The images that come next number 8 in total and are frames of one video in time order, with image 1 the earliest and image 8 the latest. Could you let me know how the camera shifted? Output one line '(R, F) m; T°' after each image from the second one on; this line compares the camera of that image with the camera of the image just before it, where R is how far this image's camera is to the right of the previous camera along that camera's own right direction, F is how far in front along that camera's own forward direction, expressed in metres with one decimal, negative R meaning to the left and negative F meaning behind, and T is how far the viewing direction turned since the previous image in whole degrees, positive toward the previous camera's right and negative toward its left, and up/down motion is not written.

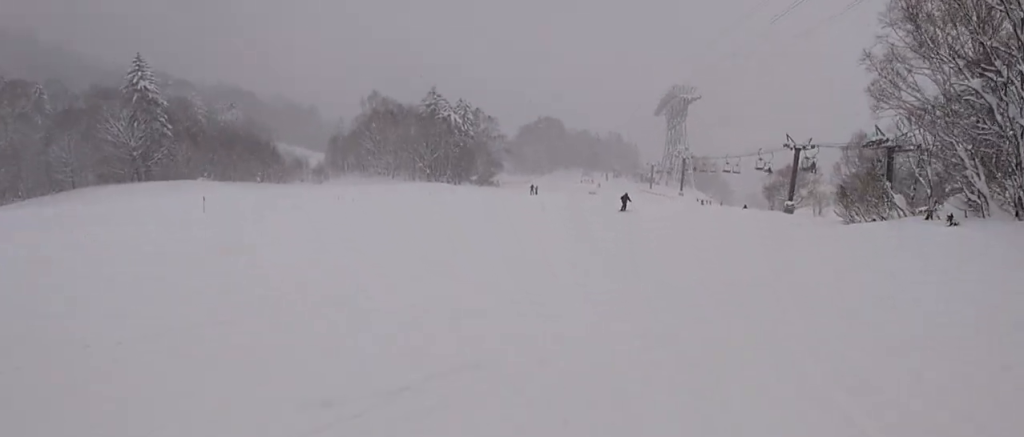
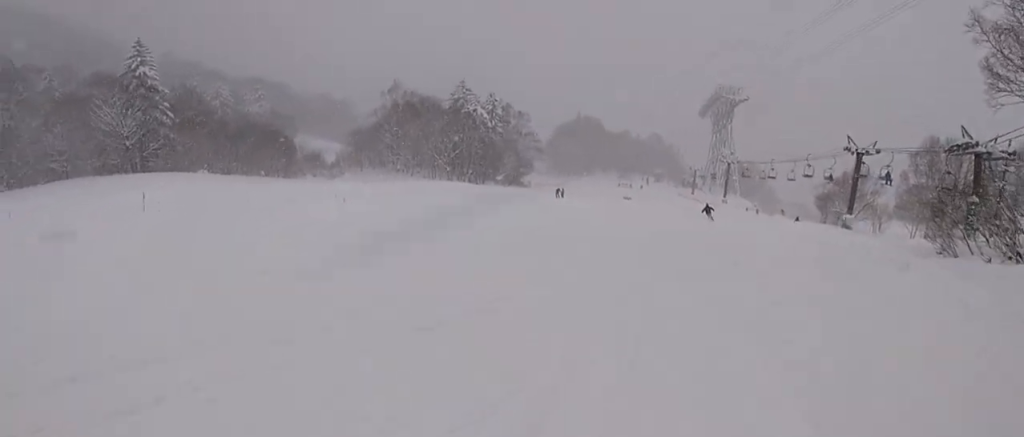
(-1.4, +7.4) m; -2°
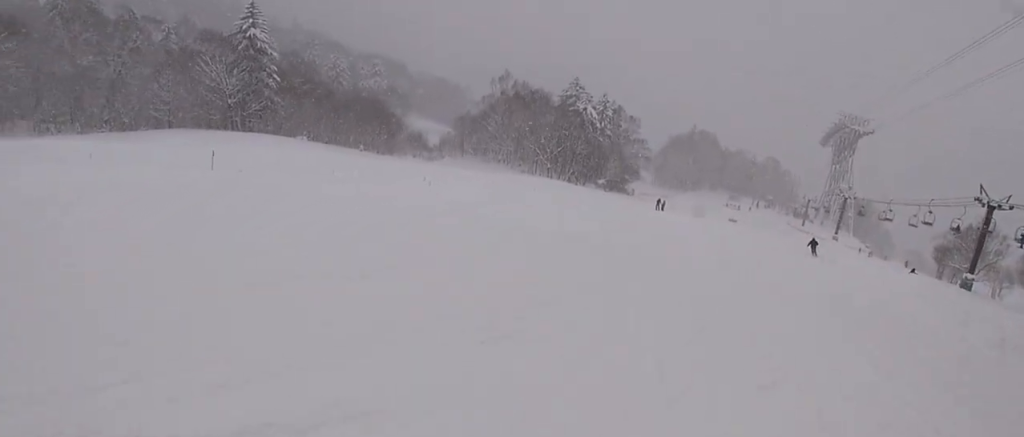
(+0.6, +3.3) m; 0°
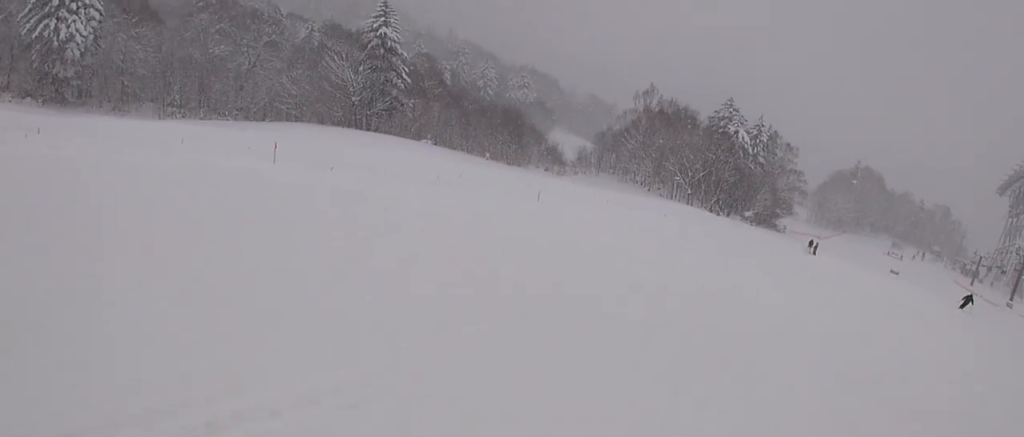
(+0.1, +7.2) m; -6°
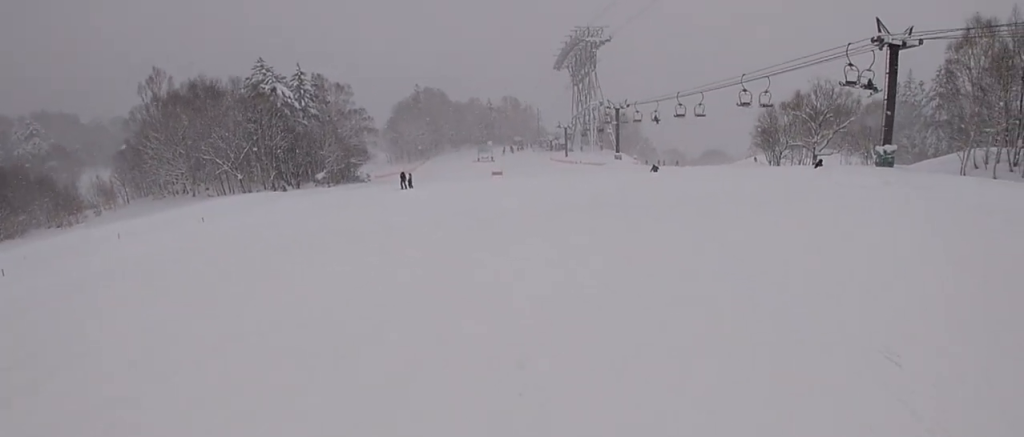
(+0.4, +15.7) m; +14°
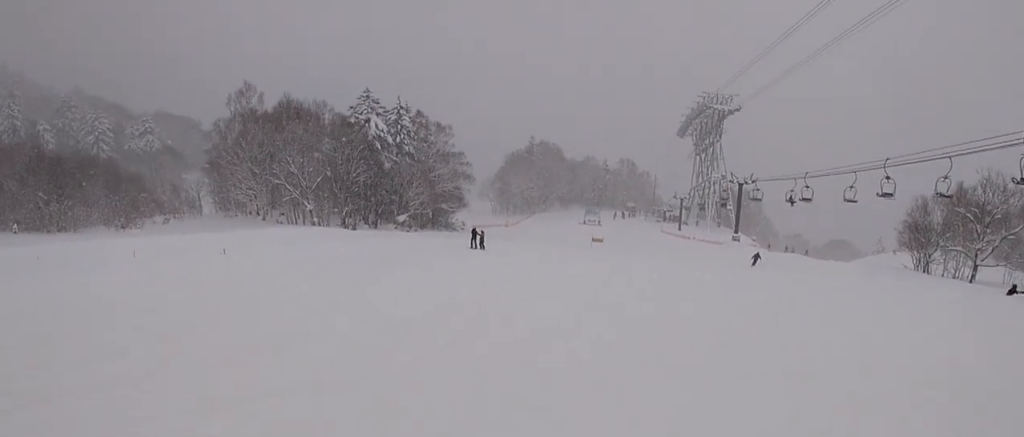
(+0.5, +9.3) m; +3°
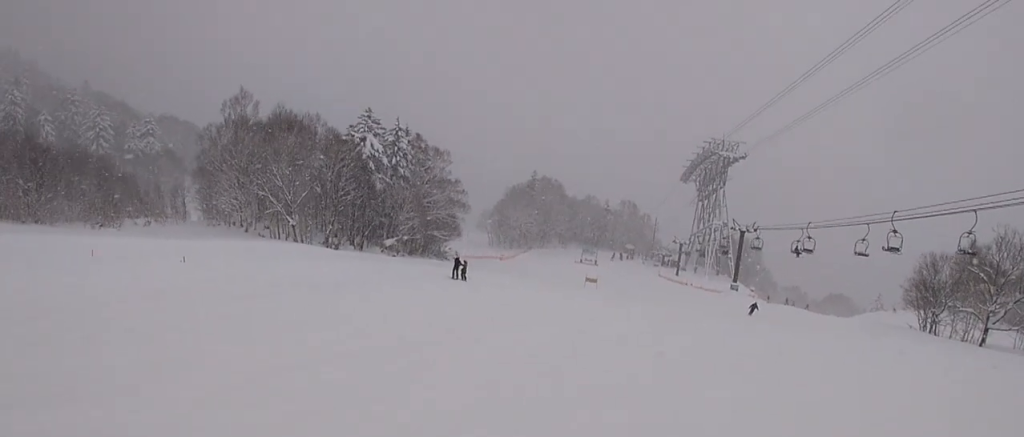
(0.0, +3.1) m; -1°
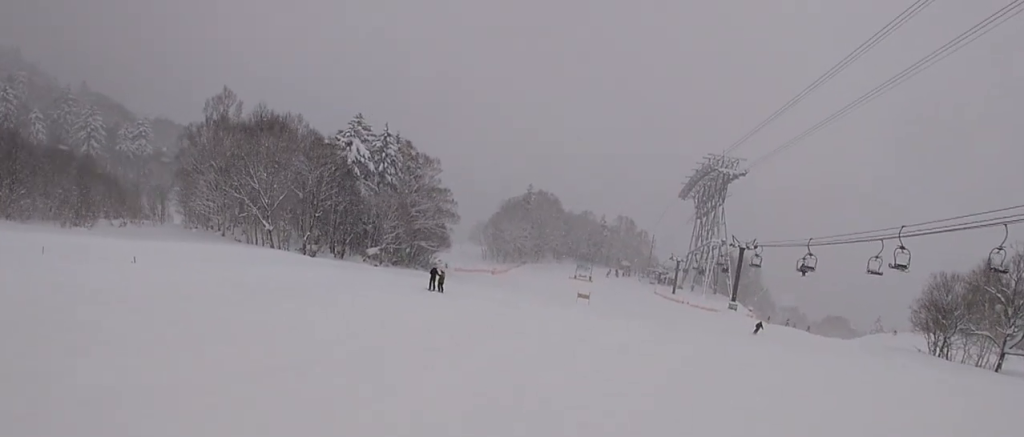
(0.0, +3.2) m; -1°
